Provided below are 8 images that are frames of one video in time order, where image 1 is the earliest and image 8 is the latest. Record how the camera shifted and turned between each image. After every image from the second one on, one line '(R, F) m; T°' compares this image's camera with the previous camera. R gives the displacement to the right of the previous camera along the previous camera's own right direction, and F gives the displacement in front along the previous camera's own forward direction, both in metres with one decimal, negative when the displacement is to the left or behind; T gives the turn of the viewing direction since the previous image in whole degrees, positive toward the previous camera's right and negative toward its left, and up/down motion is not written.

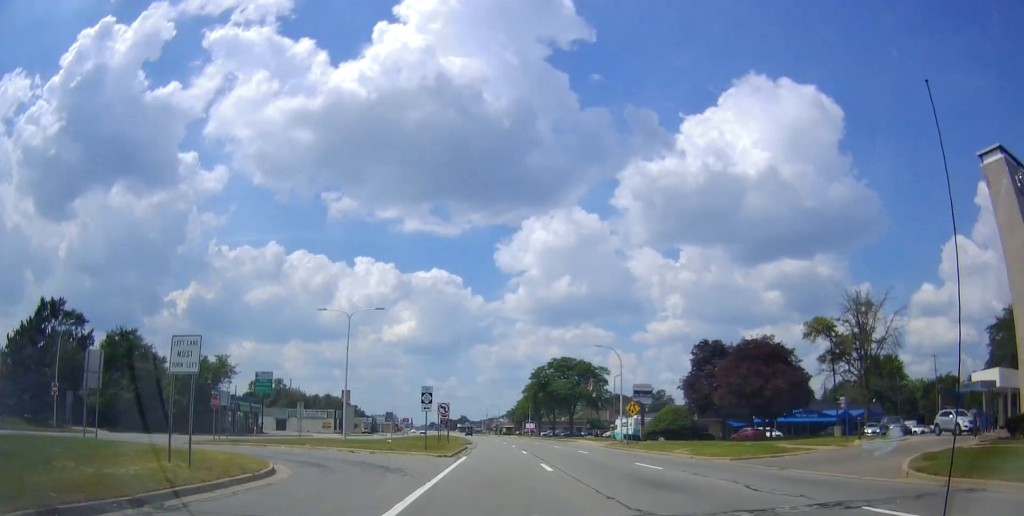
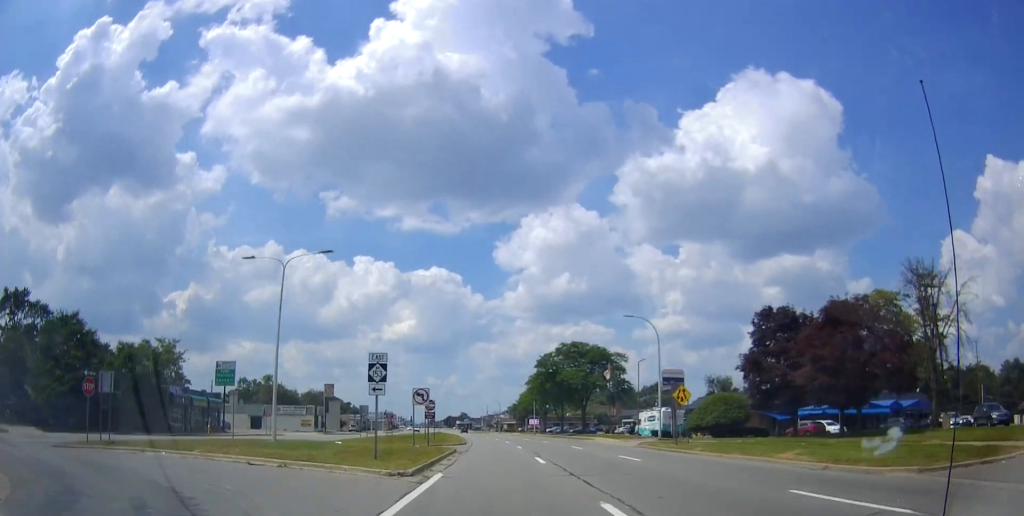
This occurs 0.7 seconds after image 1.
(+0.1, +12.9) m; -1°
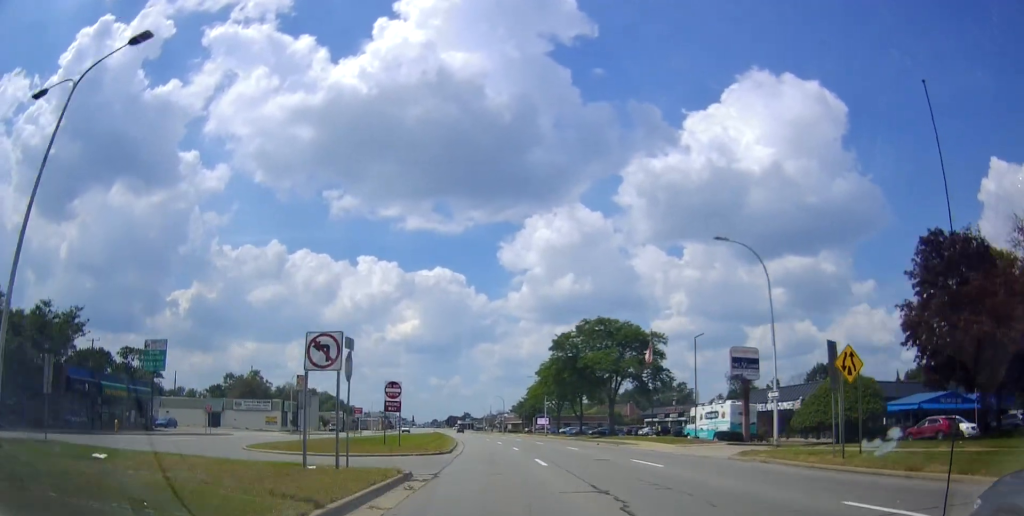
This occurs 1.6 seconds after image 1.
(-0.4, +17.4) m; -1°
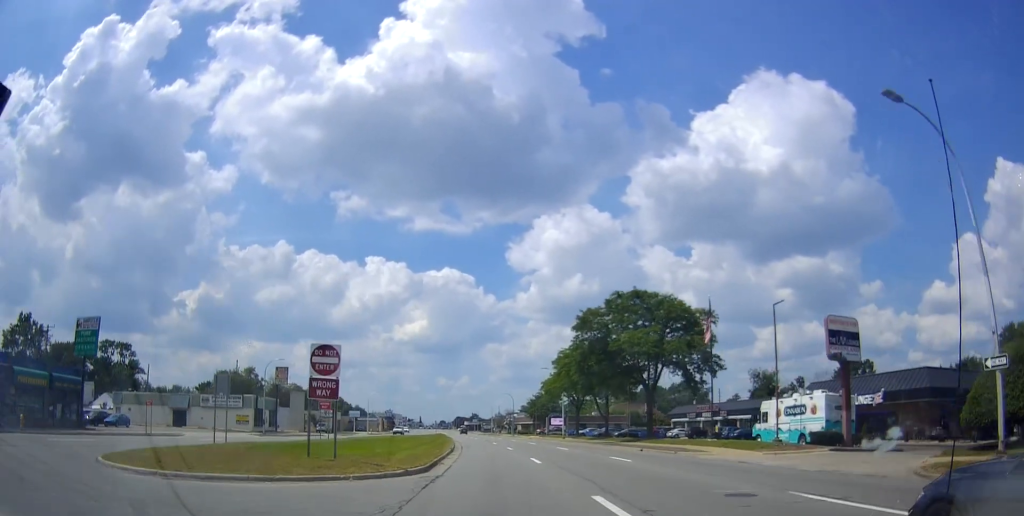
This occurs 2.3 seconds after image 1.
(0.0, +12.7) m; 0°
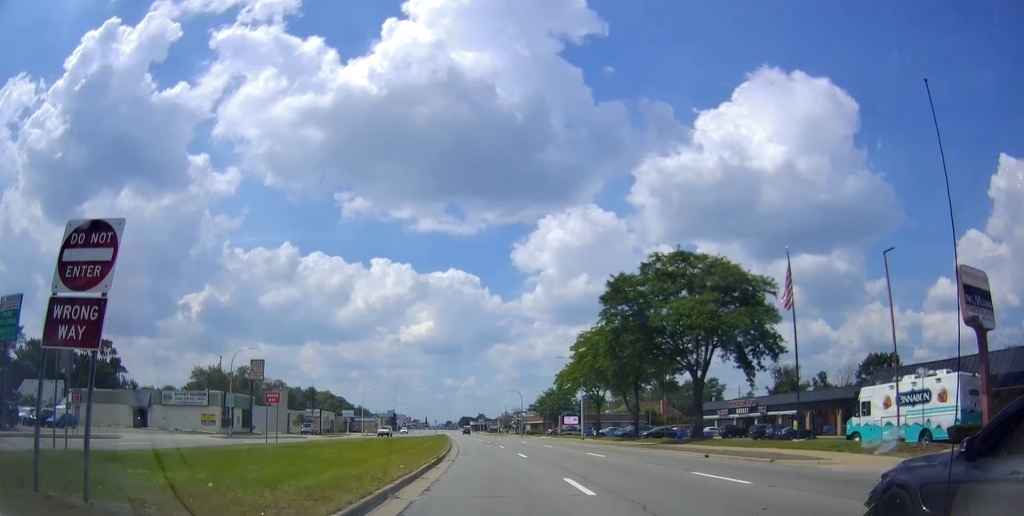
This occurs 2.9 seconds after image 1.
(+0.3, +10.9) m; 0°
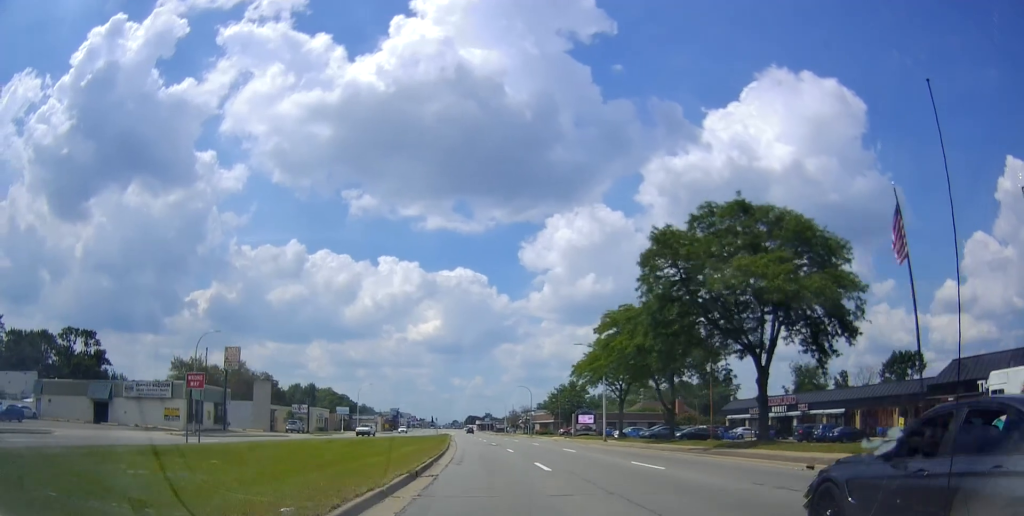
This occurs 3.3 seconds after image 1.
(-0.1, +9.1) m; 0°
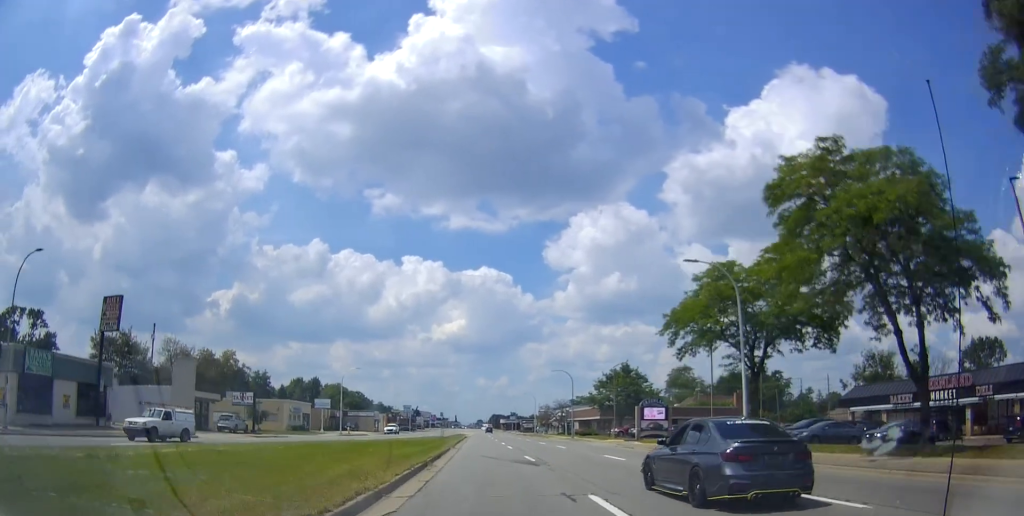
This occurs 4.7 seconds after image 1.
(0.0, +26.5) m; -1°
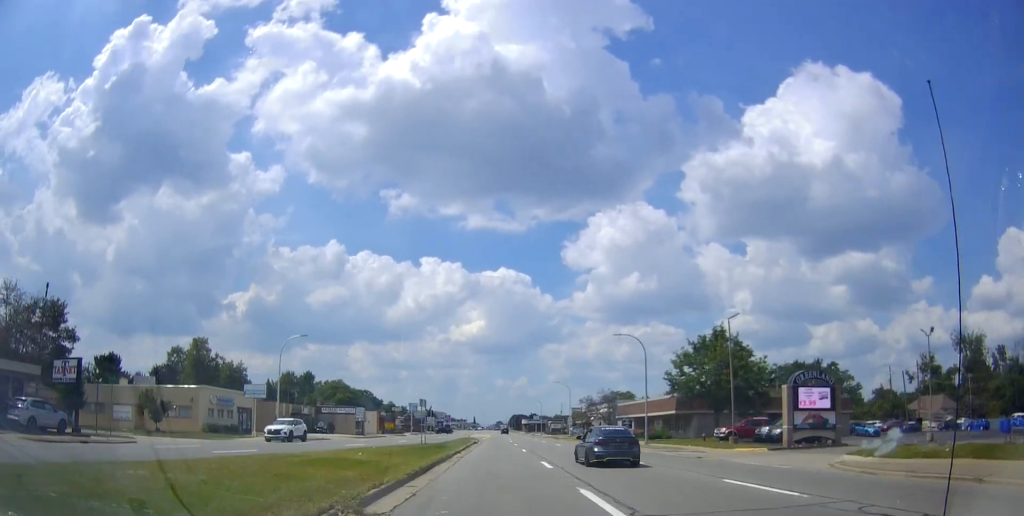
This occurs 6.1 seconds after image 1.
(-1.1, +29.8) m; -2°
